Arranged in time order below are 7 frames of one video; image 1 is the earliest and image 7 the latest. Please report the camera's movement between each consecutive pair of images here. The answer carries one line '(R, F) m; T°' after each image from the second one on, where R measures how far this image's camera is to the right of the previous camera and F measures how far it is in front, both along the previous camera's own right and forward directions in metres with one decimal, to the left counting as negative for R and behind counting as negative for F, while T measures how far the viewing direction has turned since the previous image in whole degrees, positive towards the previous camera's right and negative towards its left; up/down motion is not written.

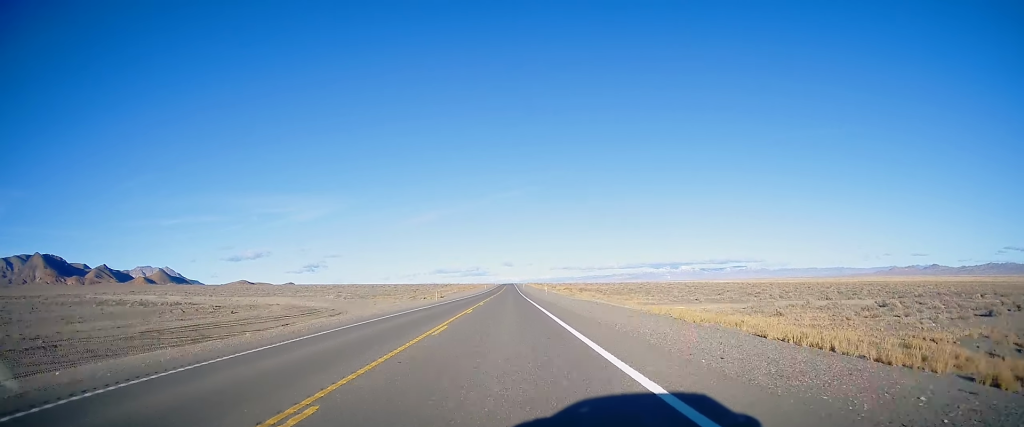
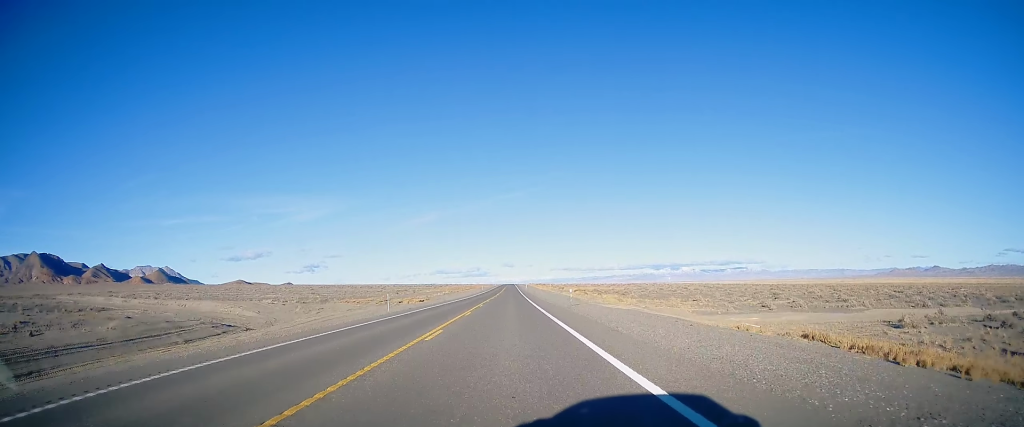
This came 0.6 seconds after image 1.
(0.0, +25.7) m; 0°
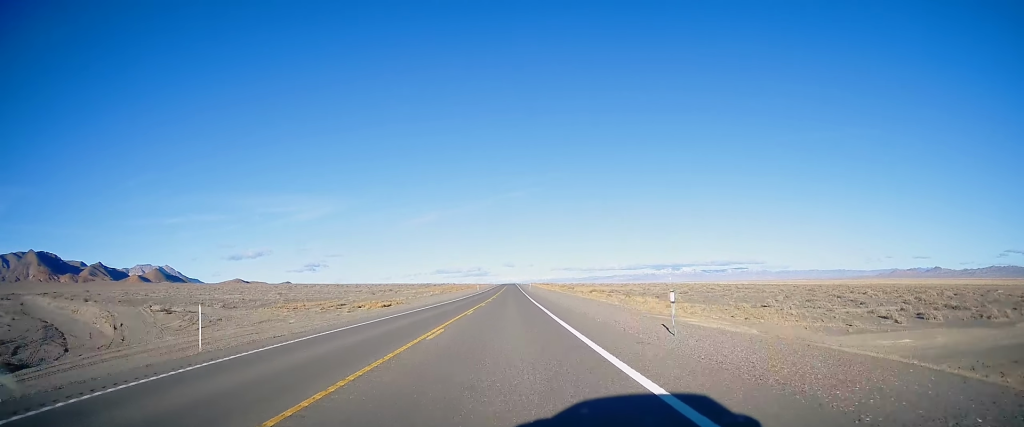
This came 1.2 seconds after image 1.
(0.0, +24.5) m; 0°
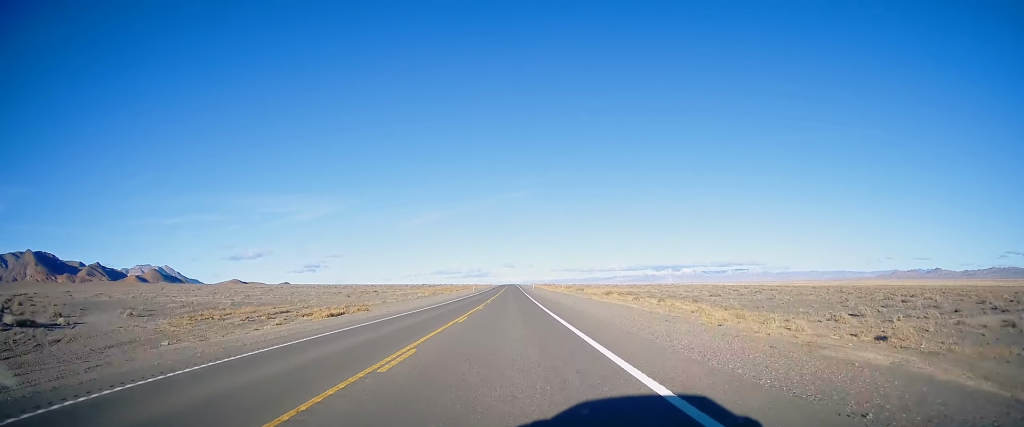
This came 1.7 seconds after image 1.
(0.0, +17.7) m; 0°
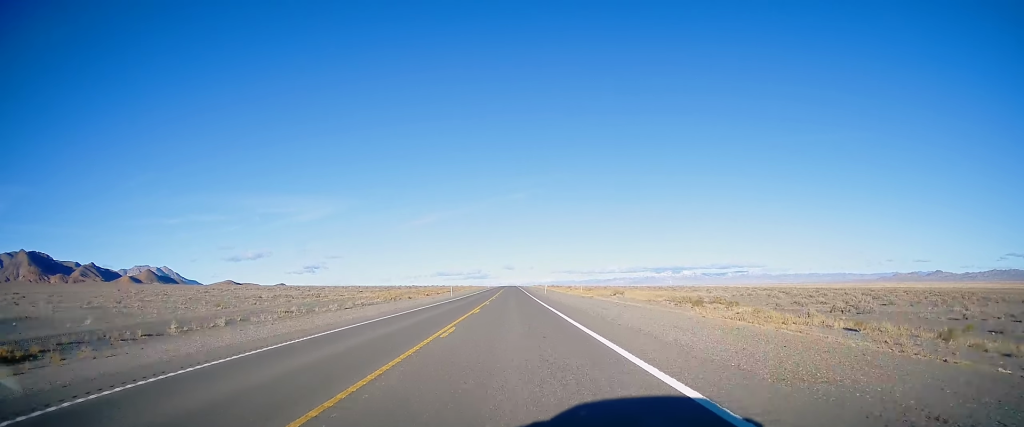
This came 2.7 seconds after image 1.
(-0.3, +43.7) m; 0°
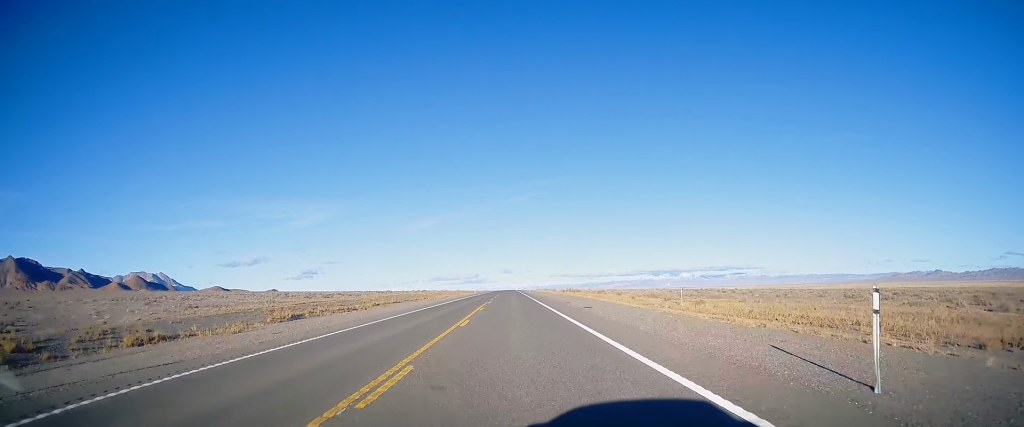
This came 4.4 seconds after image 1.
(+0.6, +68.5) m; 0°
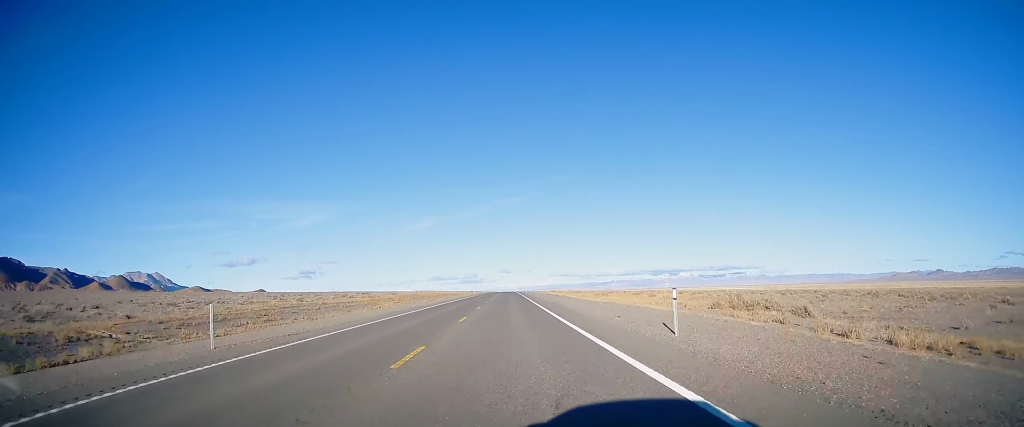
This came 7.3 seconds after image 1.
(-0.4, +112.6) m; 0°
